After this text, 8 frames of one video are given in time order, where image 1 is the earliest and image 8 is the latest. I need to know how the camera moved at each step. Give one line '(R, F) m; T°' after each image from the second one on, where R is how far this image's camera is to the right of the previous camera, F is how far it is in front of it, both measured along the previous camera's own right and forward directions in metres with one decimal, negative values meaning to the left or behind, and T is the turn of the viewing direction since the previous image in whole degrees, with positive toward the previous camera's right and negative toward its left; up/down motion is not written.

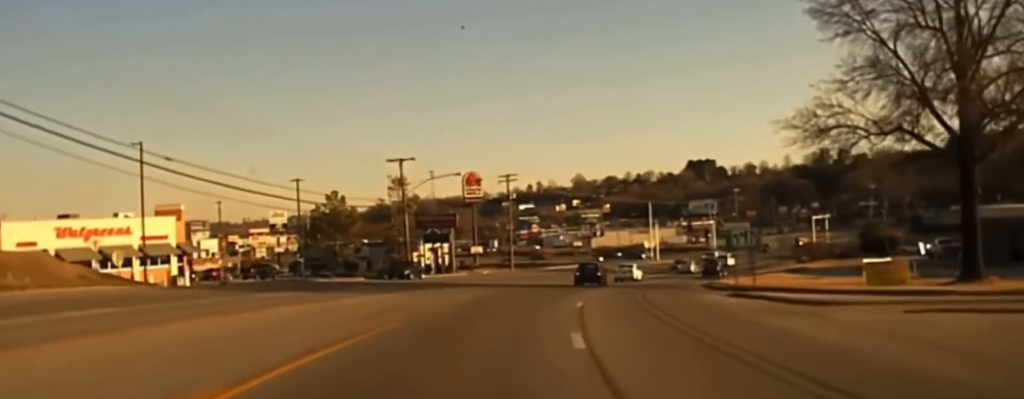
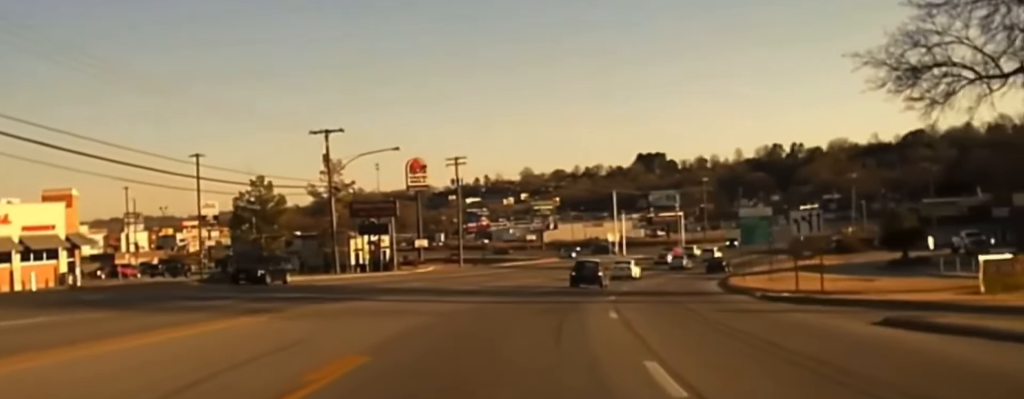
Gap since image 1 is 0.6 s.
(+0.3, +17.3) m; +3°
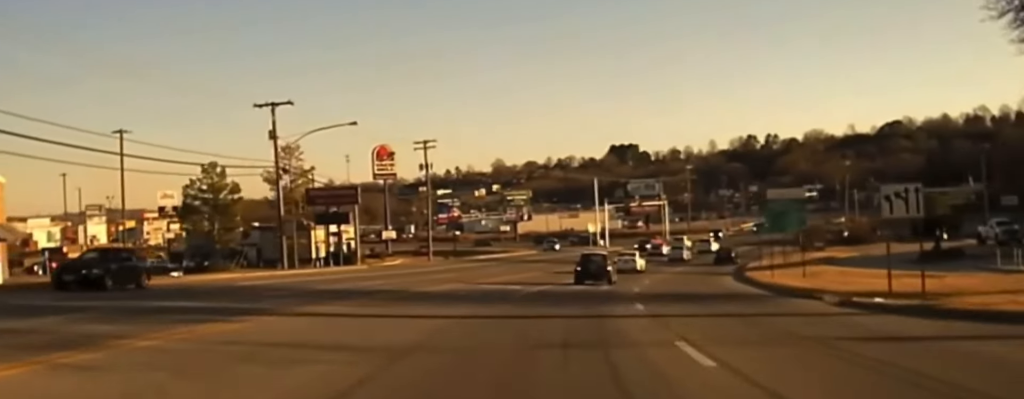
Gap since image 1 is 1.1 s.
(+0.4, +11.3) m; +2°
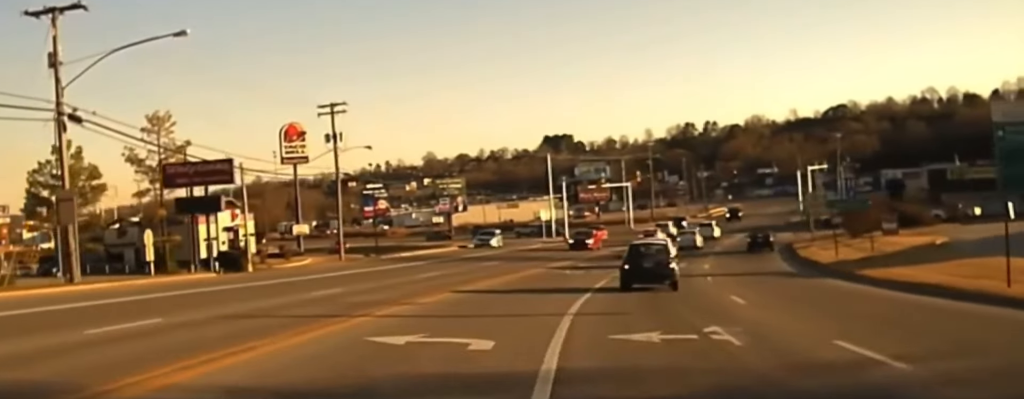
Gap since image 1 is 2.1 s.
(+1.5, +29.0) m; +5°
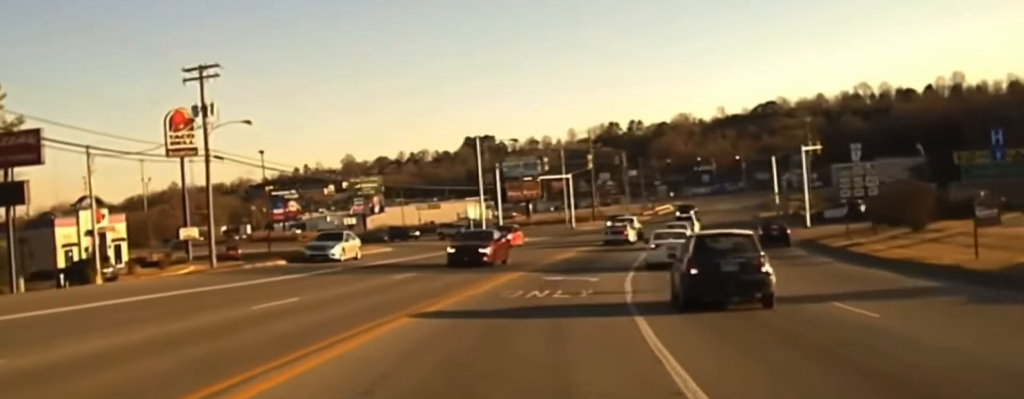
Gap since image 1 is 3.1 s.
(+0.8, +24.8) m; +3°
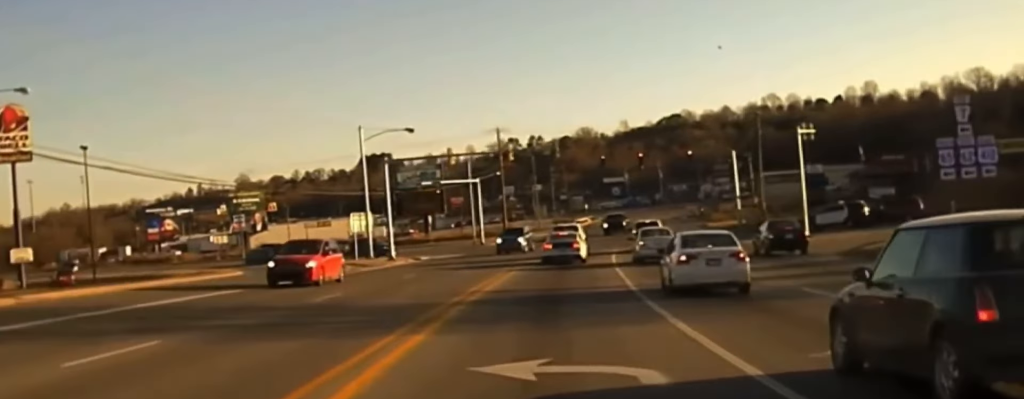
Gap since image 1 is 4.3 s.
(+0.9, +26.6) m; +6°
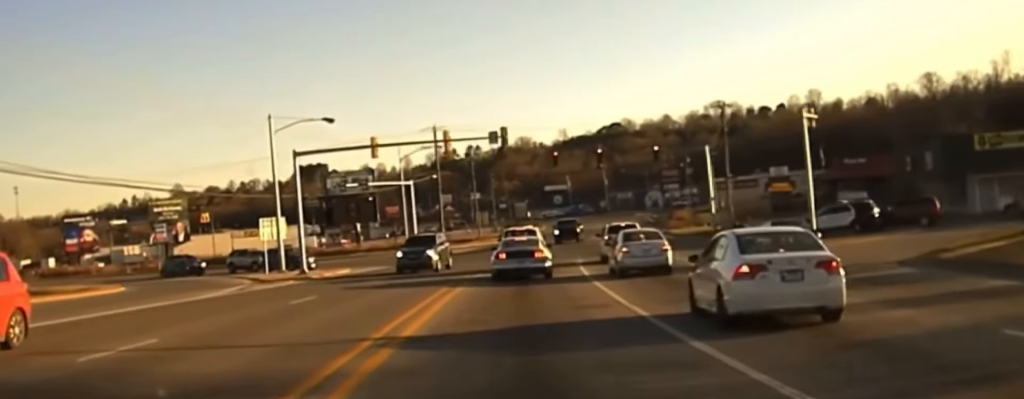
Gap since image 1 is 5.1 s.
(+0.7, +12.9) m; +4°
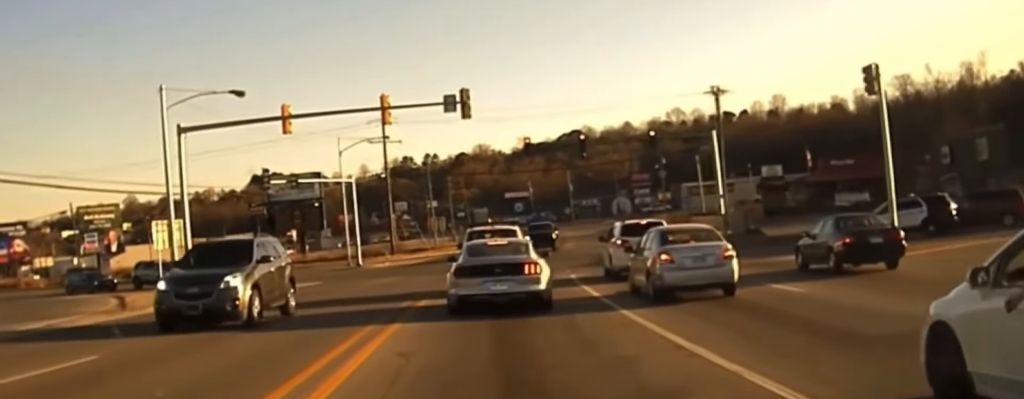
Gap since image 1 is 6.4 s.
(+0.4, +15.0) m; +3°
